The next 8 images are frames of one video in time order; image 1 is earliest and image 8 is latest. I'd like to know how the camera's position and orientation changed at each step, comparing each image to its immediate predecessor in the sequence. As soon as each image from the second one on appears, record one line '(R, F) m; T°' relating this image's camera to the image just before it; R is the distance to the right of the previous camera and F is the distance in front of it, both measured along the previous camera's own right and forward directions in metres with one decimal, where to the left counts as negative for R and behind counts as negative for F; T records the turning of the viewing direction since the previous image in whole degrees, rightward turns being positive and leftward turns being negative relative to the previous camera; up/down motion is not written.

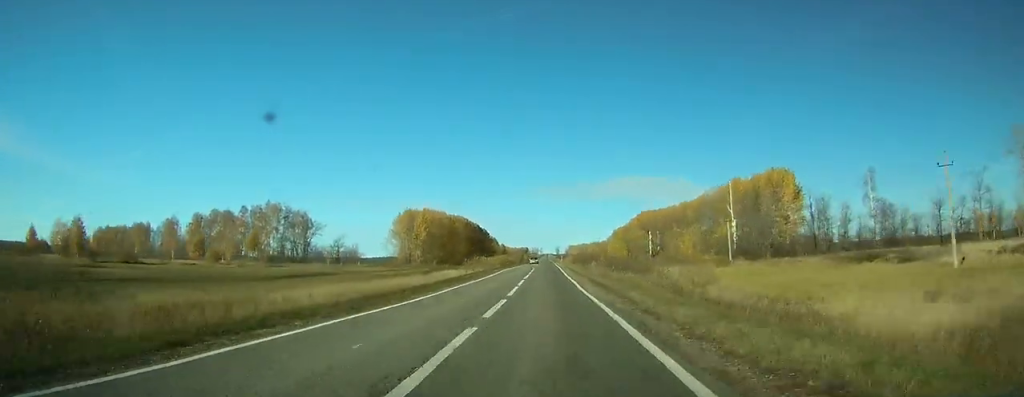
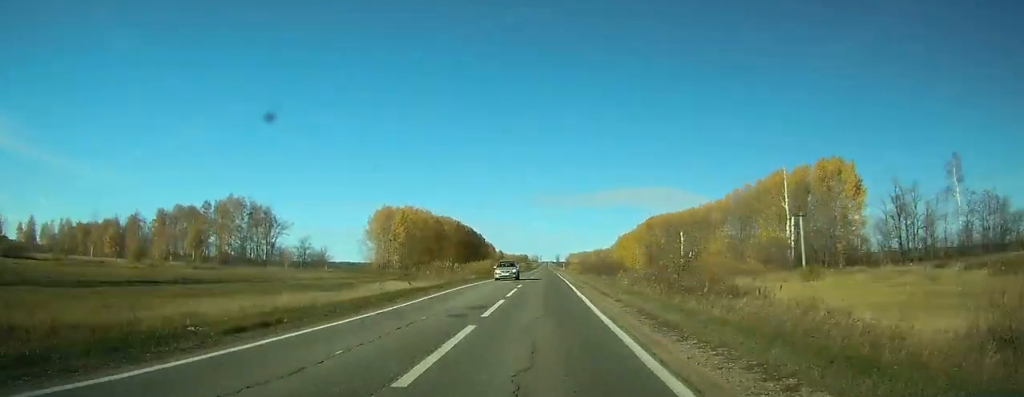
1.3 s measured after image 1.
(0.0, +30.8) m; 0°
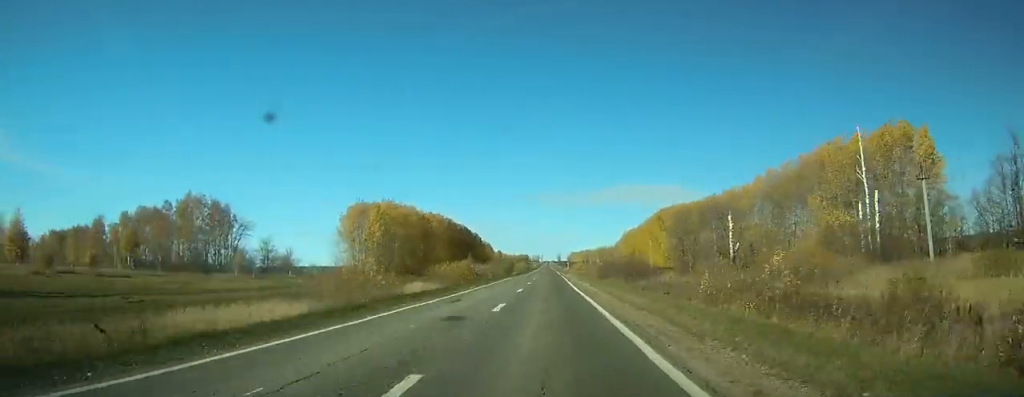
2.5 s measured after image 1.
(-0.1, +27.1) m; 0°
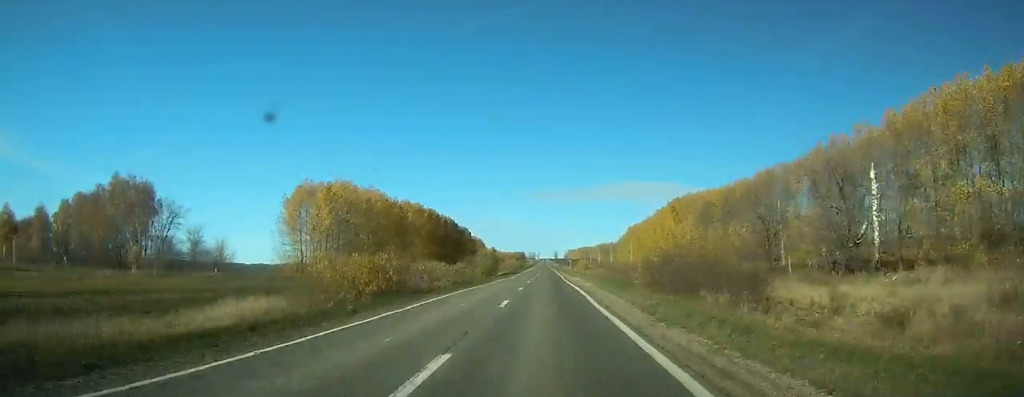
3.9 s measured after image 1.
(+0.1, +35.6) m; 0°
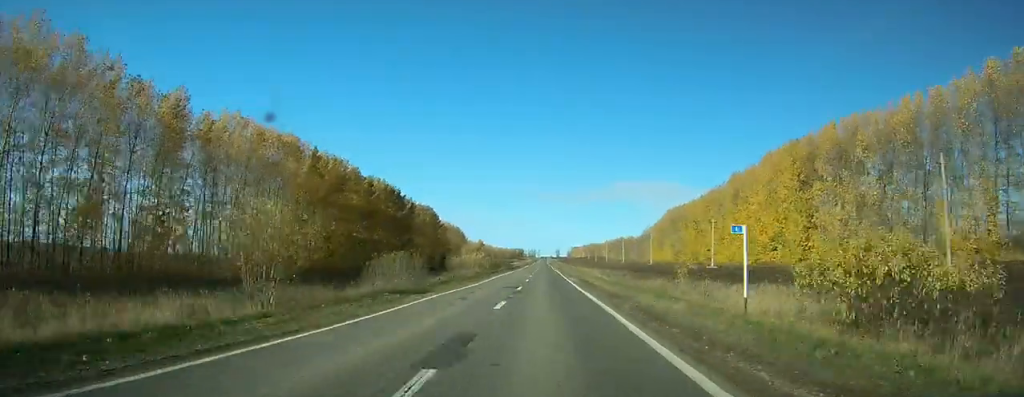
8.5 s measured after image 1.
(-0.3, +110.5) m; 0°
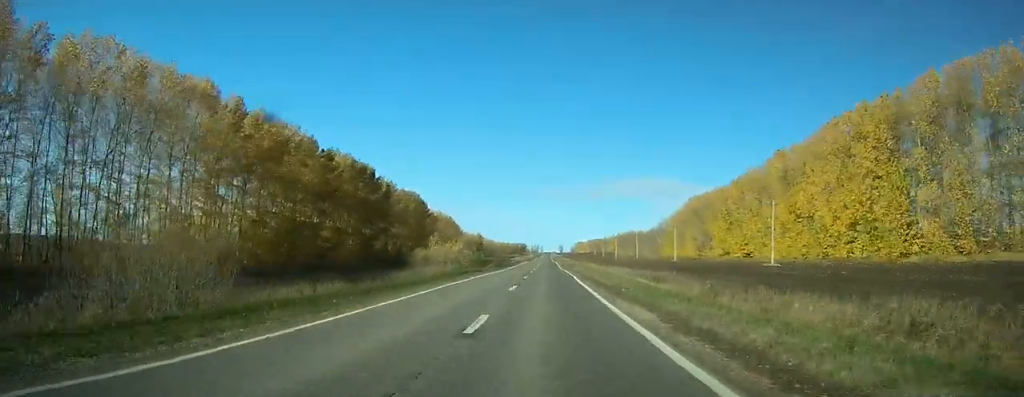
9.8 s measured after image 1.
(0.0, +30.4) m; 0°
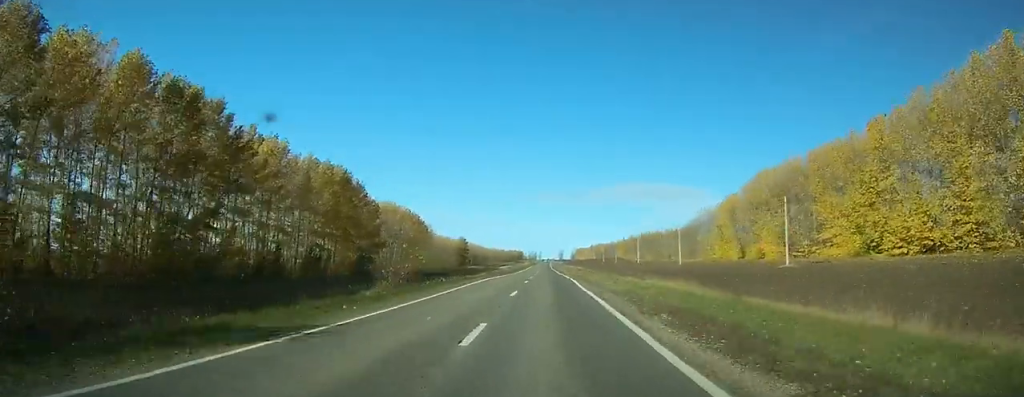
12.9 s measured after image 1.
(0.0, +75.2) m; 0°
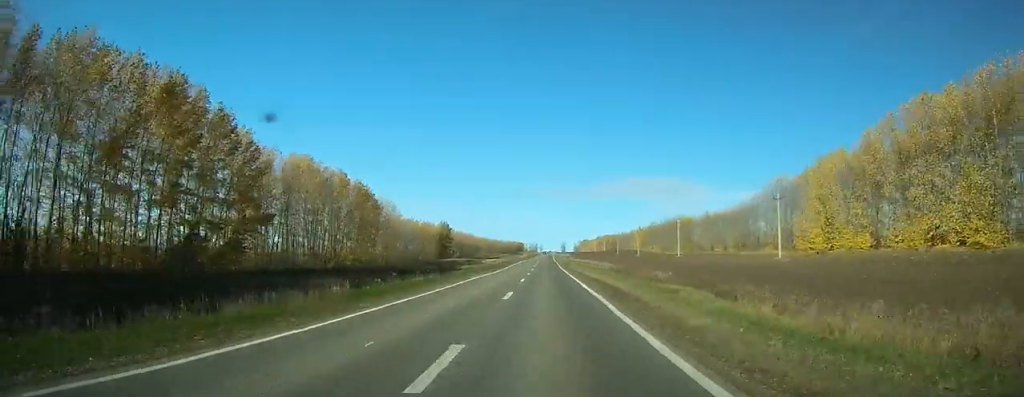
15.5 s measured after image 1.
(+0.1, +67.7) m; 0°
